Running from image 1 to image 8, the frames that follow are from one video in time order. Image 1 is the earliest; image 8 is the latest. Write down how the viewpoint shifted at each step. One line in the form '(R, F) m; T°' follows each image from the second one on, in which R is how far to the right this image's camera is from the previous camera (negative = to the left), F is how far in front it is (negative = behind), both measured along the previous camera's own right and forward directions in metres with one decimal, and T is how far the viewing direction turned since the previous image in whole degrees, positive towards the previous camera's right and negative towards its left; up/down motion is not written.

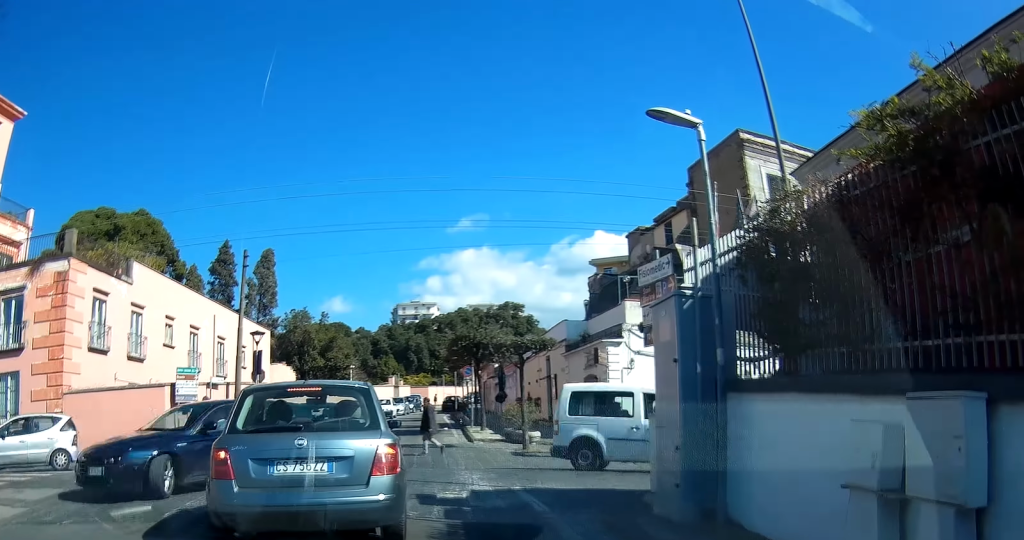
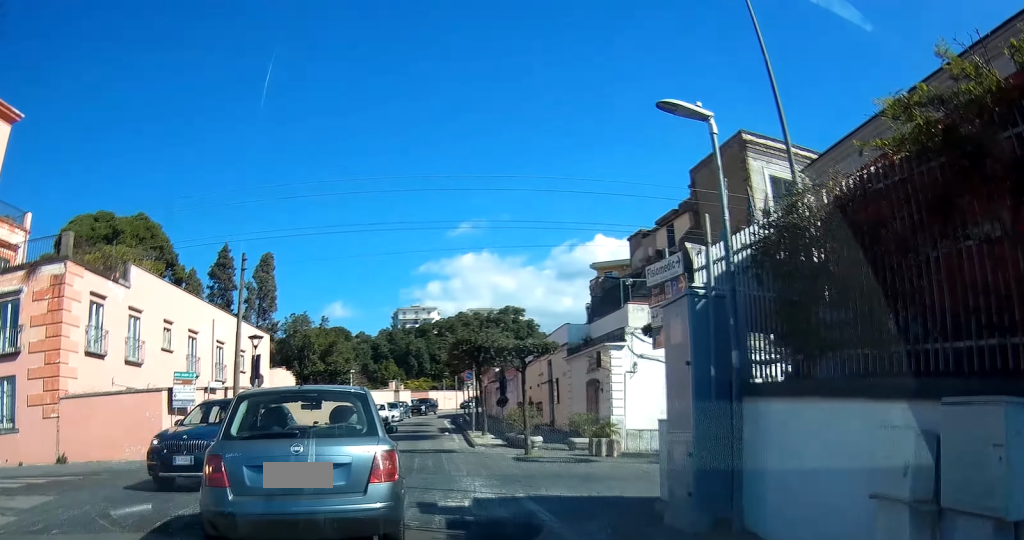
(-0.1, +6.5) m; +2°
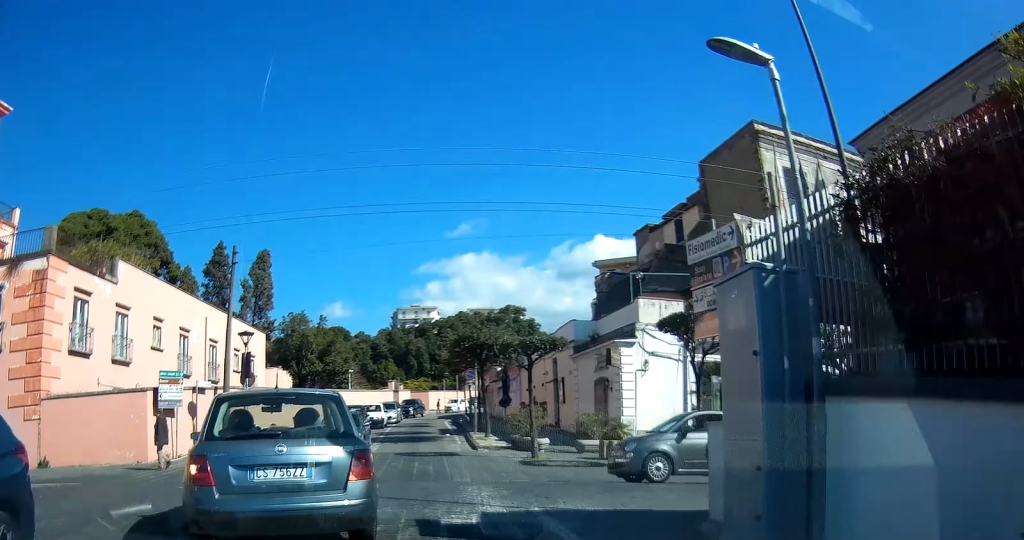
(+0.1, +4.4) m; 0°
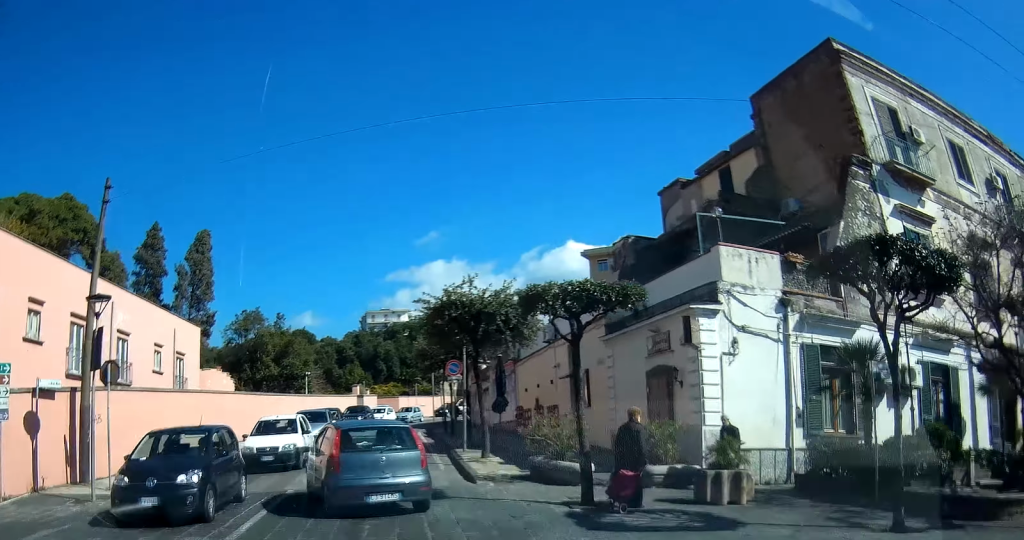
(-0.3, +19.6) m; -4°
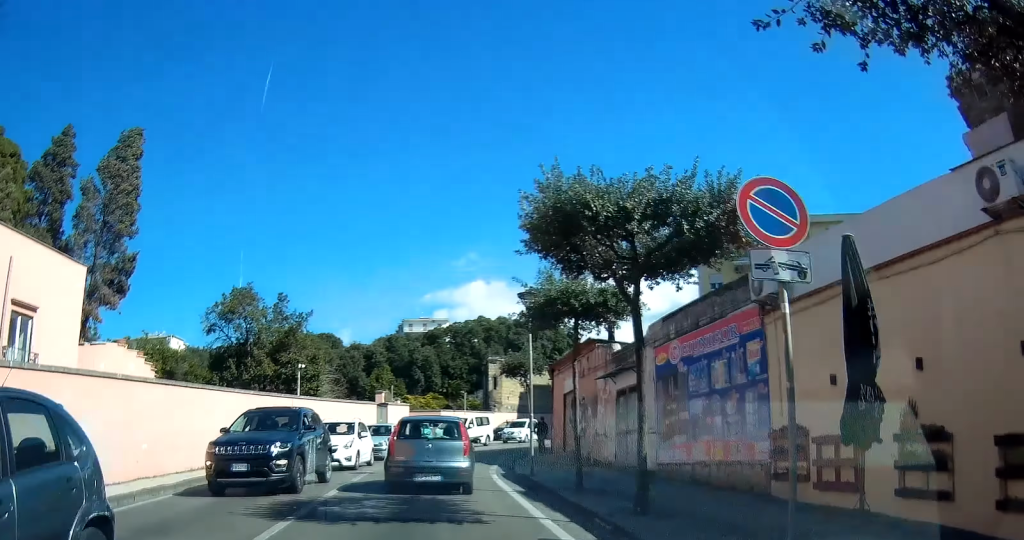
(-0.2, +20.5) m; +9°
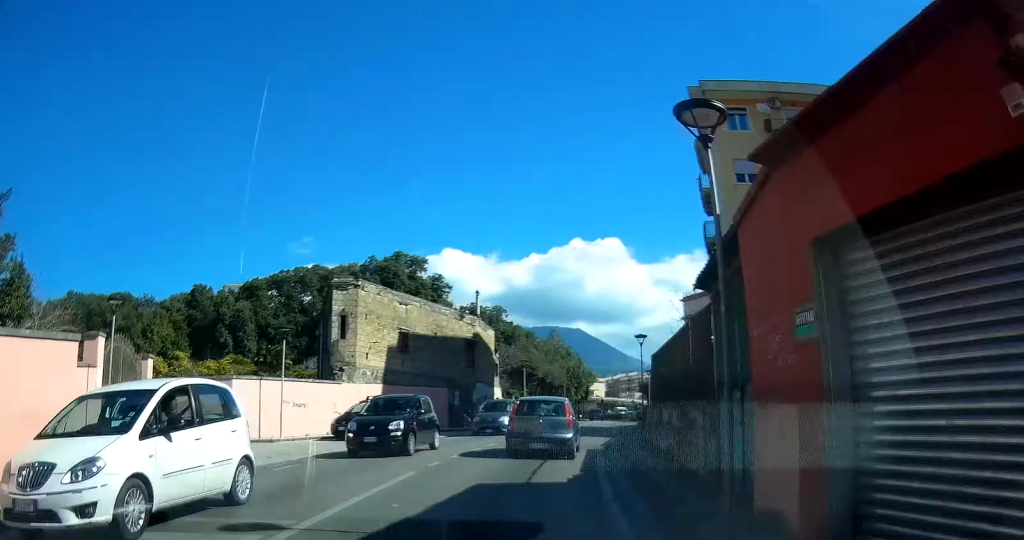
(+3.4, +26.3) m; +14°
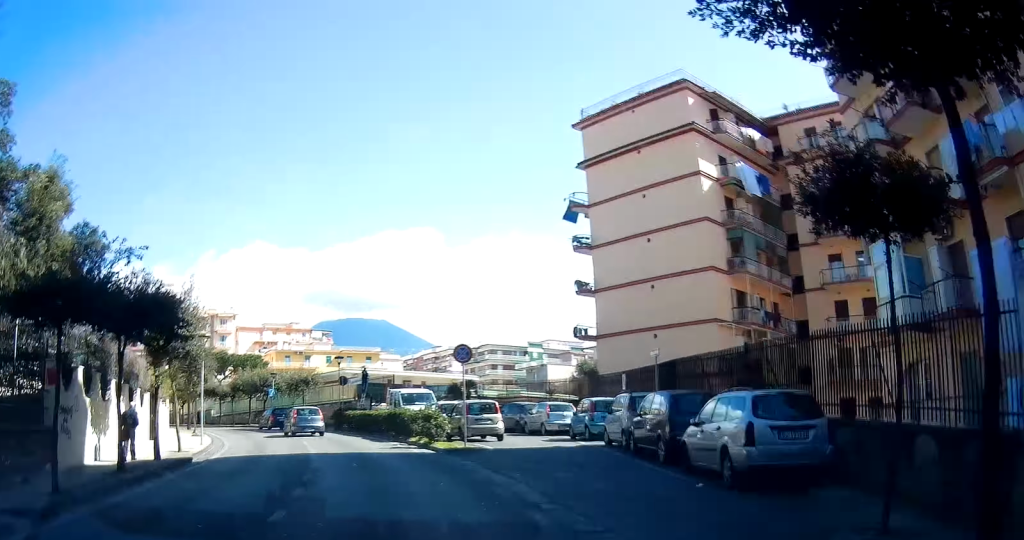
(+15.7, +85.1) m; +3°
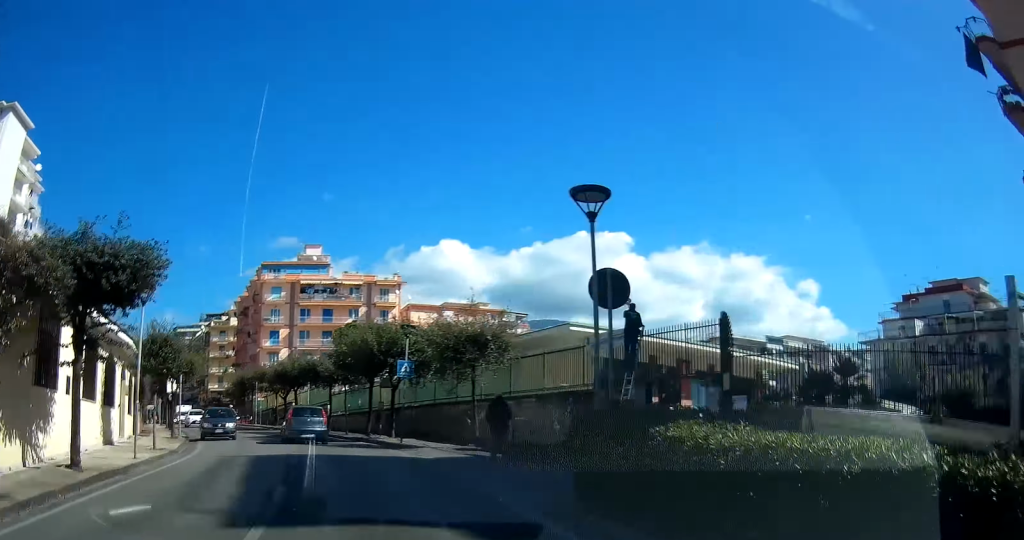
(-4.5, +29.5) m; -13°
